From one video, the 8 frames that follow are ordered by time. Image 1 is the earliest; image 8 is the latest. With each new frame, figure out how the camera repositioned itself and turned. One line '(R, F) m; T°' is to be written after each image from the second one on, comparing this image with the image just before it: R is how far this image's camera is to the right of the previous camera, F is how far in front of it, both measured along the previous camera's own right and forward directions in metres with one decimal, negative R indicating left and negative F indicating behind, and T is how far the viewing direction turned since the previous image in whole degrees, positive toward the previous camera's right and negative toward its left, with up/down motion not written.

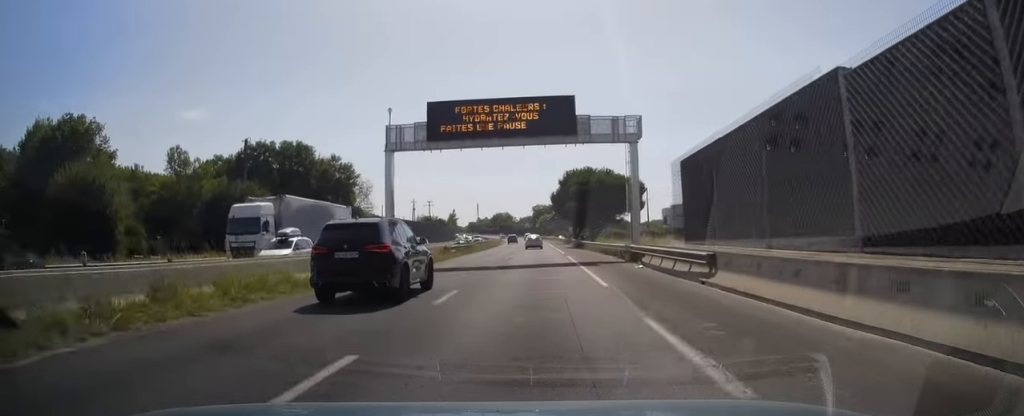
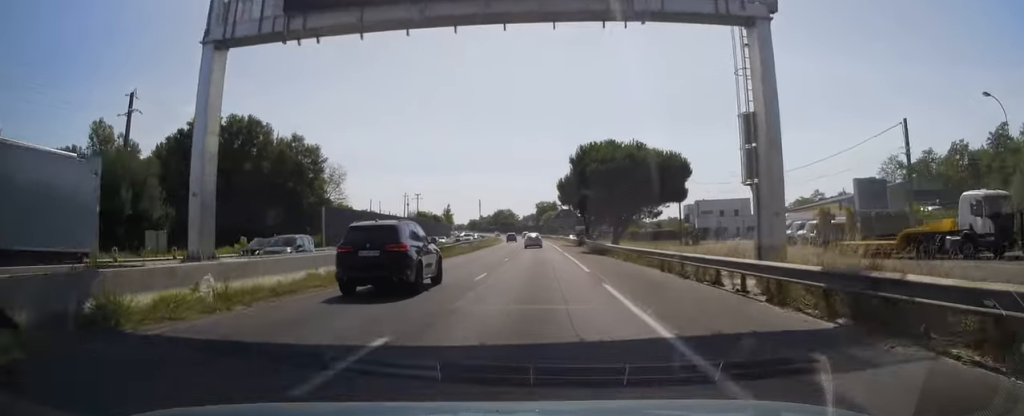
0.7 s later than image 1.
(-0.3, +20.2) m; 0°
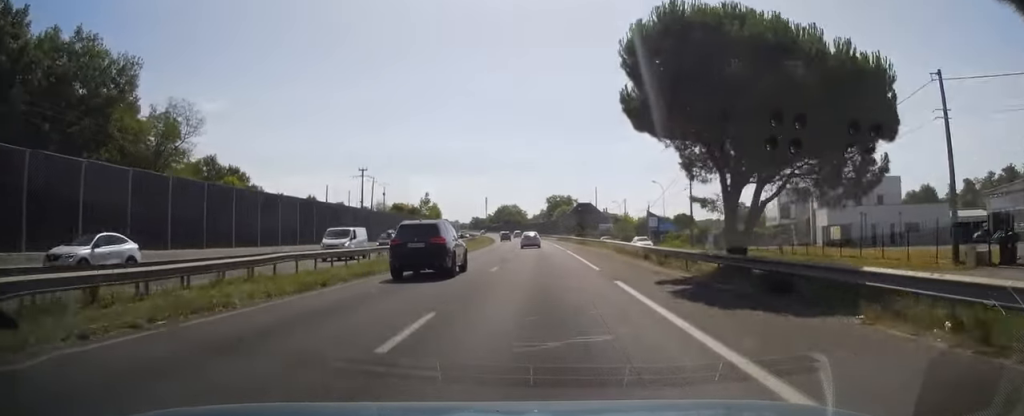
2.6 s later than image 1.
(0.0, +51.9) m; -1°
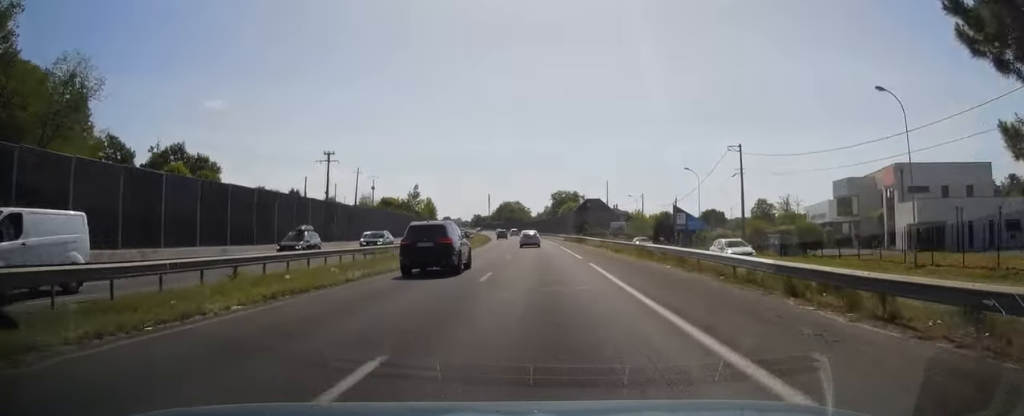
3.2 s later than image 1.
(0.0, +17.0) m; -1°
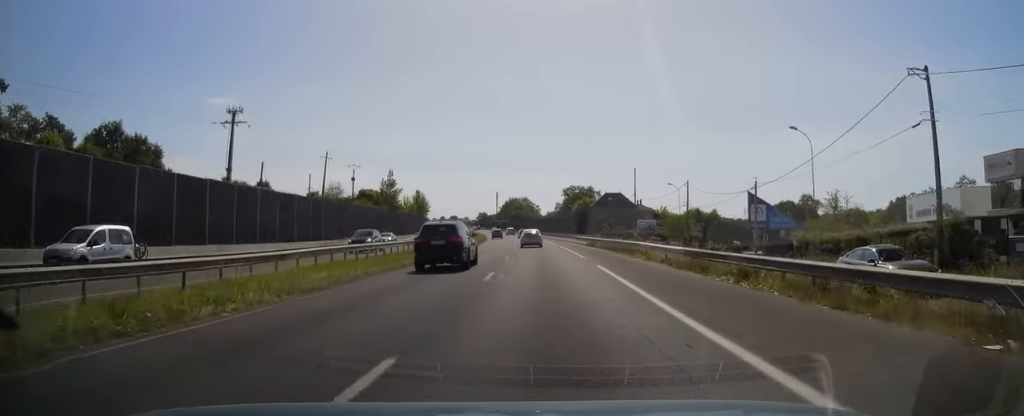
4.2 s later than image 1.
(-0.2, +27.2) m; -1°
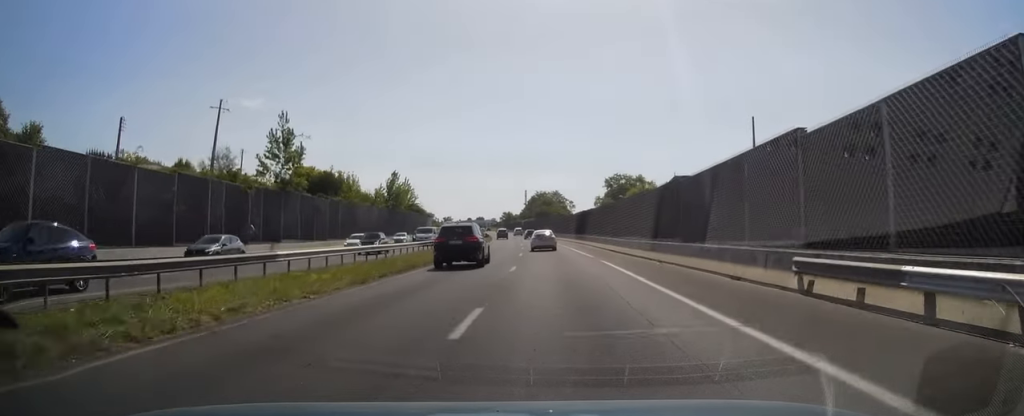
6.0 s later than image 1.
(-0.8, +49.5) m; -2°
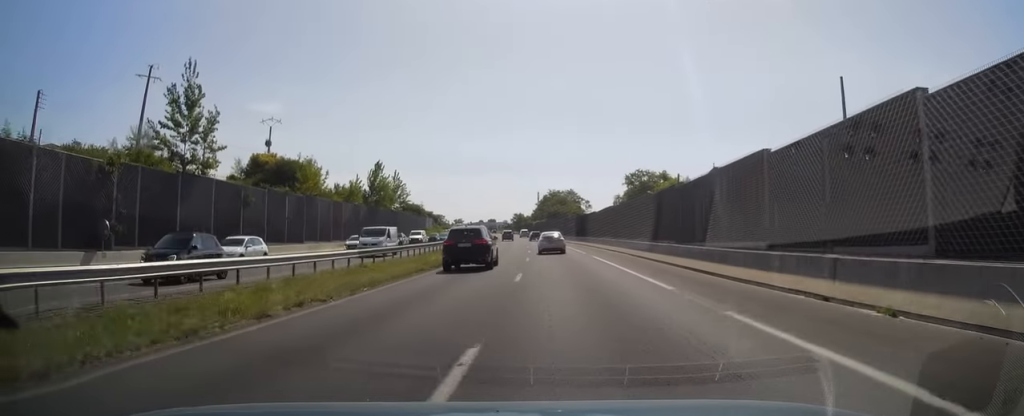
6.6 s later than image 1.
(-0.2, +16.6) m; -1°
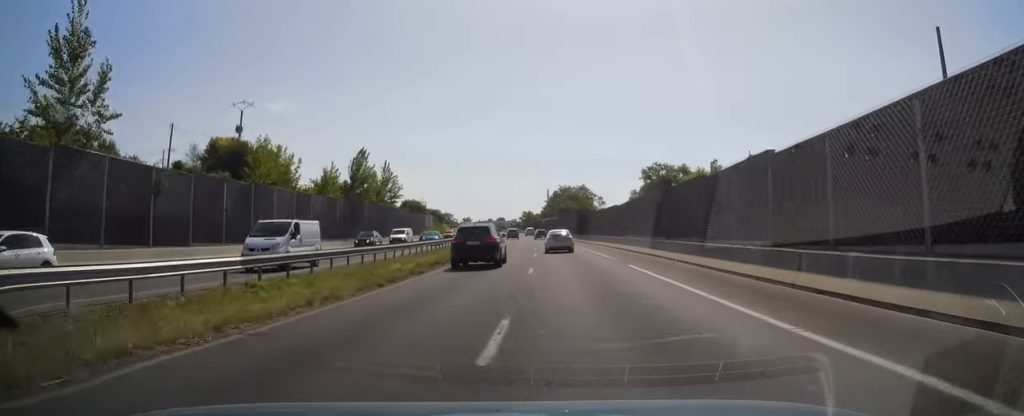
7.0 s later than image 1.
(-0.1, +11.4) m; -1°
